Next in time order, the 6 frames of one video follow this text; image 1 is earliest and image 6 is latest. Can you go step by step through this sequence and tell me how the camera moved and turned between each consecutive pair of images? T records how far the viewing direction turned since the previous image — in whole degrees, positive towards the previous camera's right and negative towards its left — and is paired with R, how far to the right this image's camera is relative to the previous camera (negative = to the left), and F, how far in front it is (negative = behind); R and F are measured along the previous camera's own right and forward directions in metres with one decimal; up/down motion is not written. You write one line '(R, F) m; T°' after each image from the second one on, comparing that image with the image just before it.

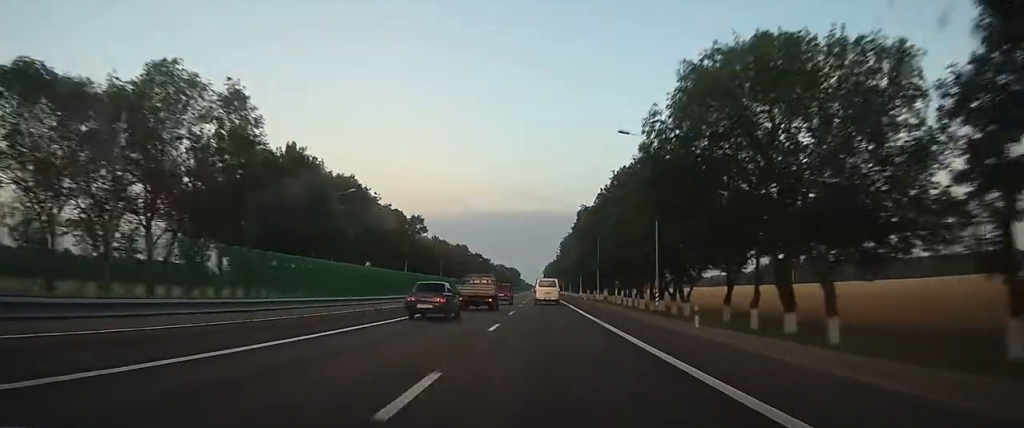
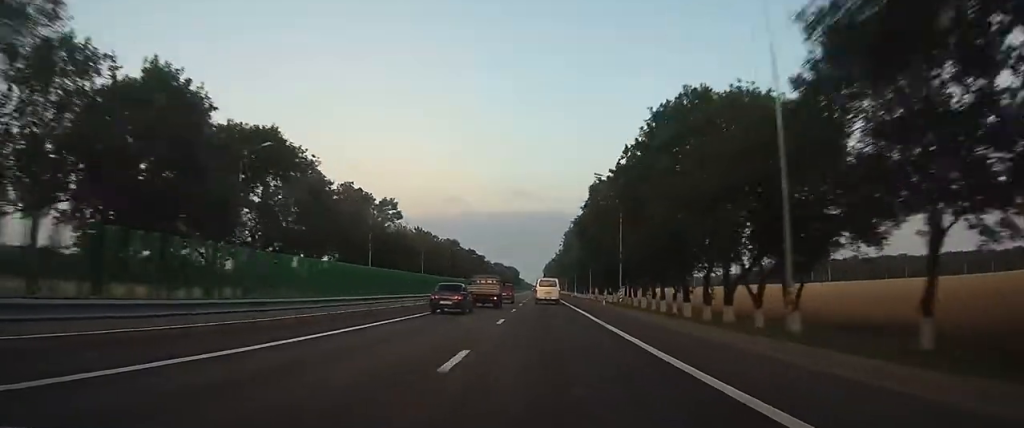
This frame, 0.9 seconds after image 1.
(0.0, +20.8) m; 0°
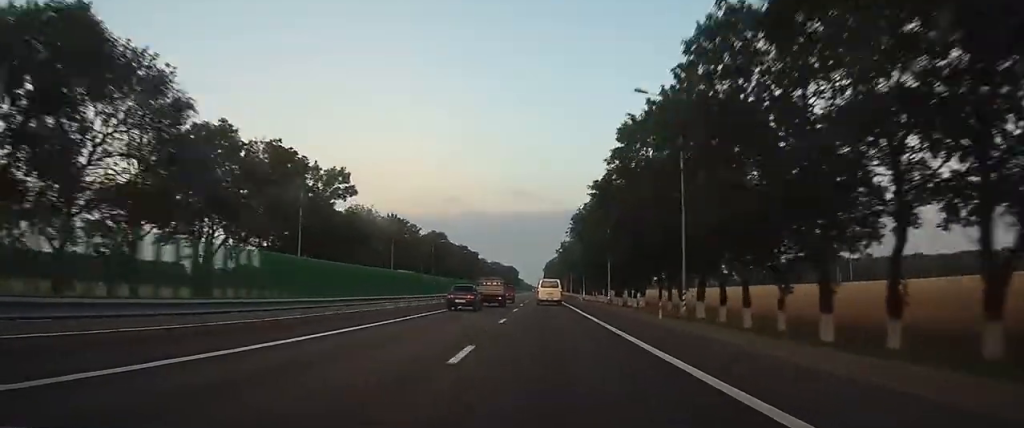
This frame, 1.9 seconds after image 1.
(+0.1, +23.4) m; 0°
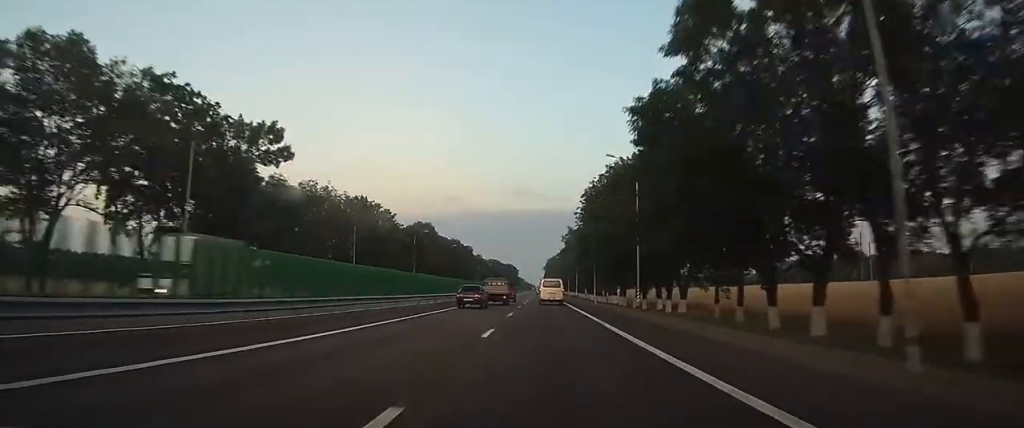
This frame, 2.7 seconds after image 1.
(0.0, +18.9) m; 0°
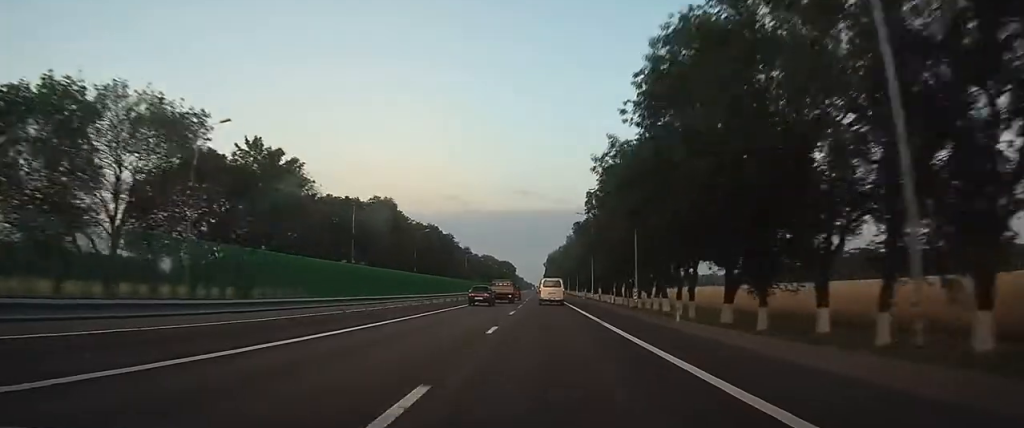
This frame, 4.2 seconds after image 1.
(-0.1, +35.0) m; -1°
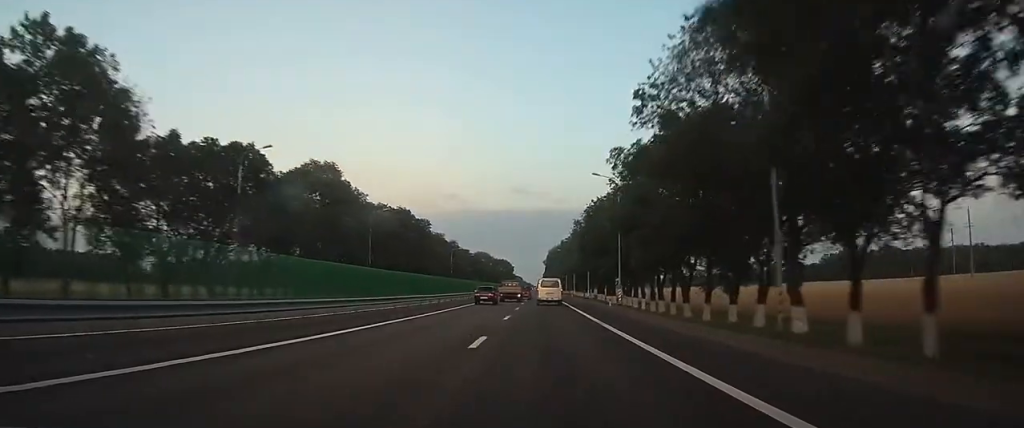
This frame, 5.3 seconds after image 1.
(-0.1, +28.1) m; 0°
